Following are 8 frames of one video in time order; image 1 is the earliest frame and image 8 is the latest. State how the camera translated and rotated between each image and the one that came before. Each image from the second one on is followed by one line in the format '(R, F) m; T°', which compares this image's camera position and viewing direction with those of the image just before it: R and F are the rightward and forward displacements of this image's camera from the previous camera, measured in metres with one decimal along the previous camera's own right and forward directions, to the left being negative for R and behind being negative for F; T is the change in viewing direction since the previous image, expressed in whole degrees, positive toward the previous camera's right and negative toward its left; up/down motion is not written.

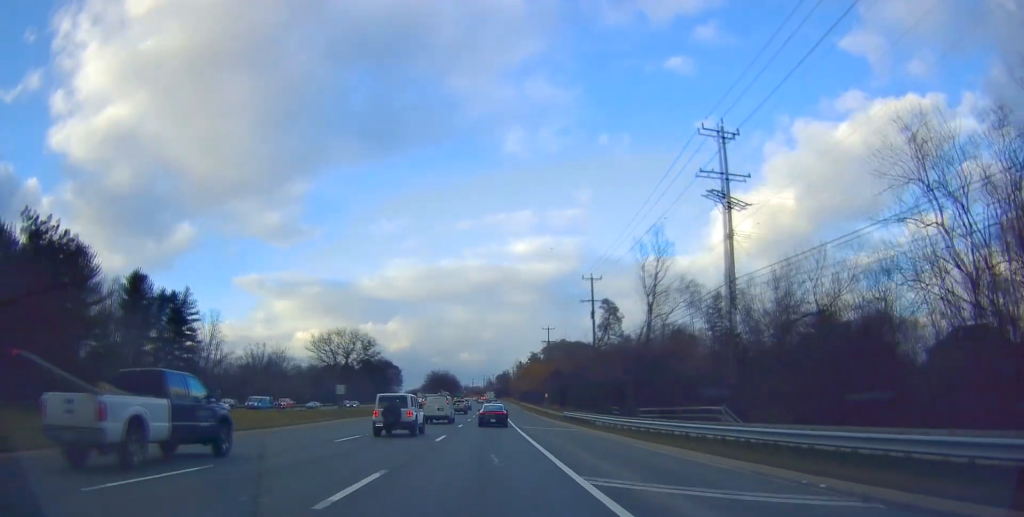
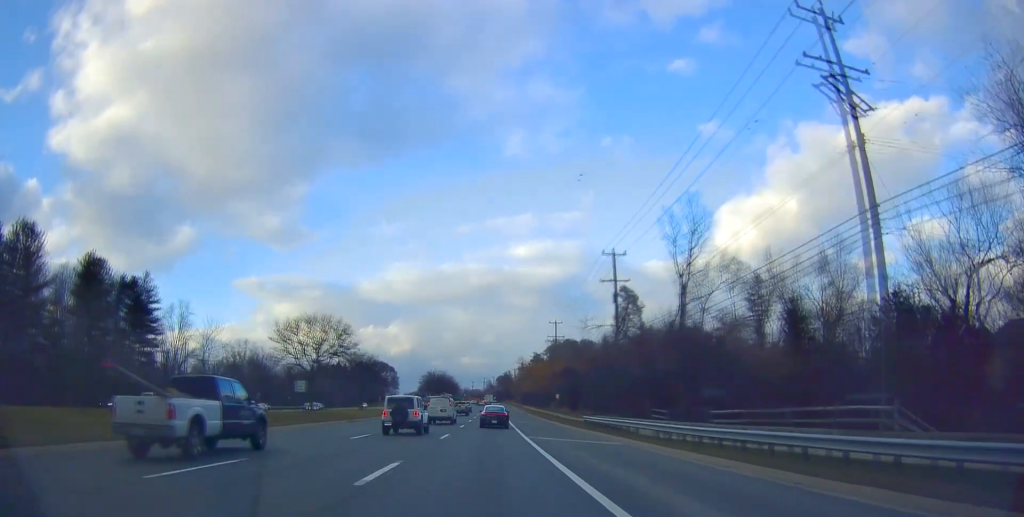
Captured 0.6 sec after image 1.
(+0.1, +12.9) m; +1°
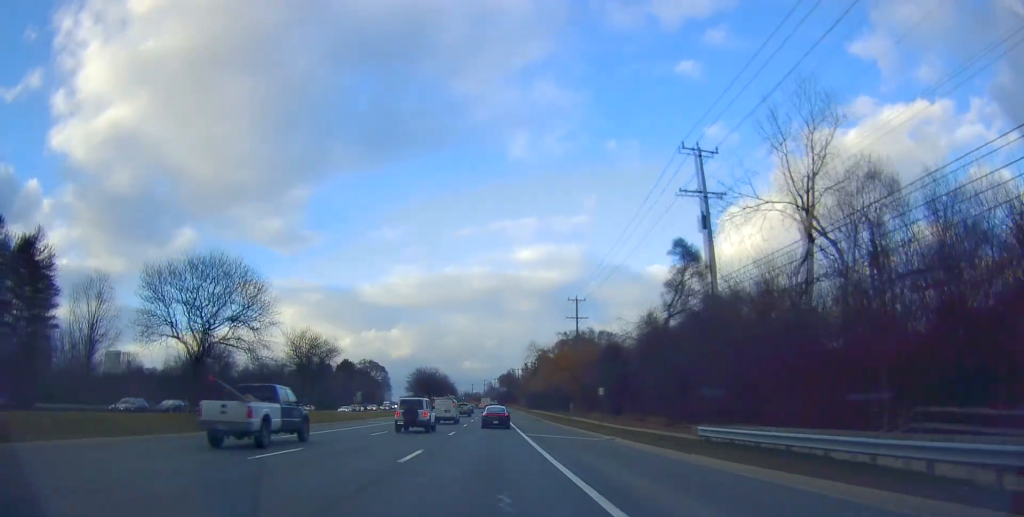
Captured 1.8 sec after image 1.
(+0.4, +25.6) m; -1°
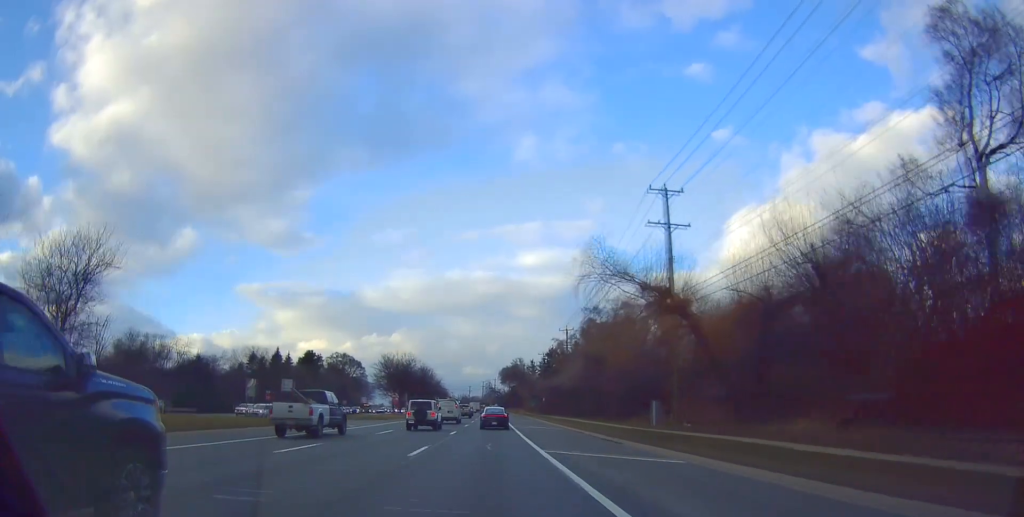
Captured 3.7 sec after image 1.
(0.0, +43.3) m; 0°
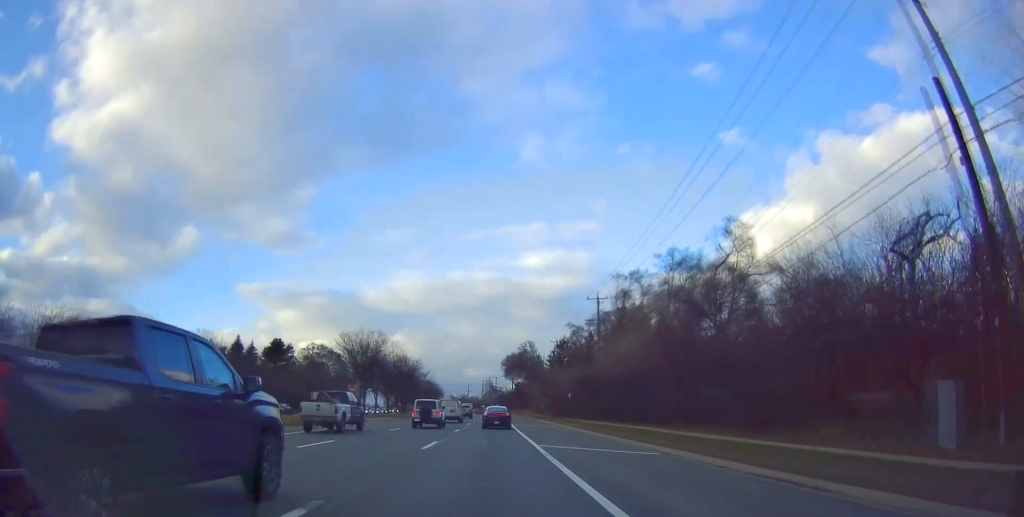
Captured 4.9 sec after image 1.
(-0.6, +27.9) m; 0°
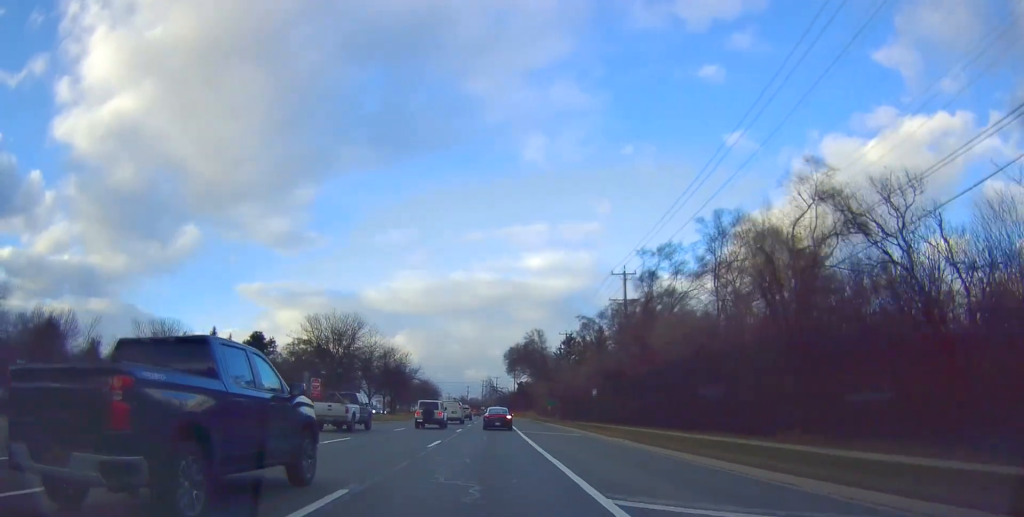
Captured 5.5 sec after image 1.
(+0.4, +13.6) m; +1°
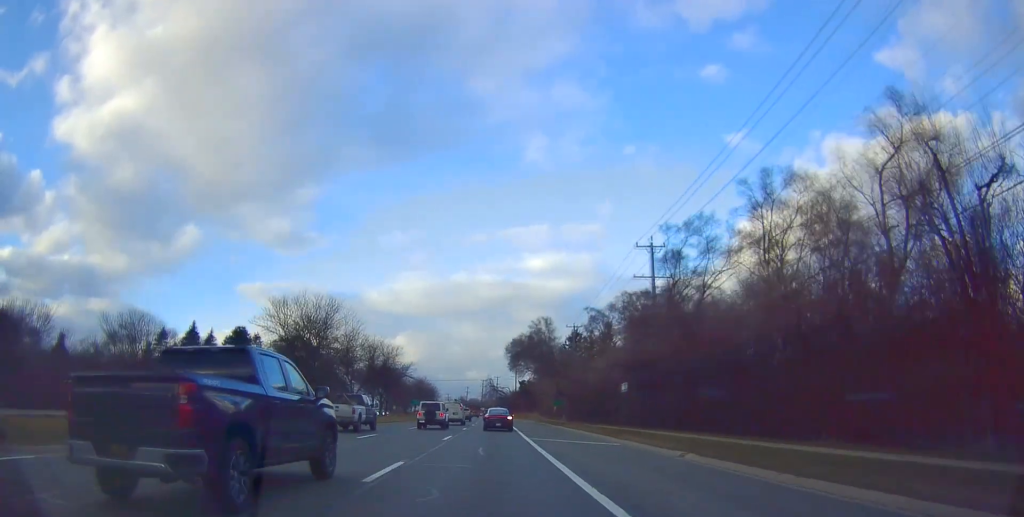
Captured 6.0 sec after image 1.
(0.0, +9.7) m; 0°
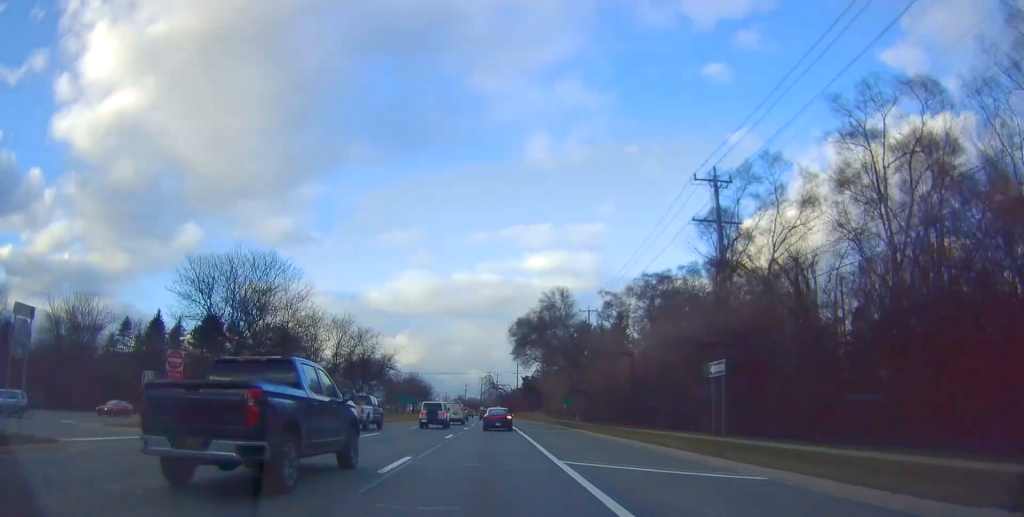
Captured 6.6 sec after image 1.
(-0.2, +14.1) m; -1°
